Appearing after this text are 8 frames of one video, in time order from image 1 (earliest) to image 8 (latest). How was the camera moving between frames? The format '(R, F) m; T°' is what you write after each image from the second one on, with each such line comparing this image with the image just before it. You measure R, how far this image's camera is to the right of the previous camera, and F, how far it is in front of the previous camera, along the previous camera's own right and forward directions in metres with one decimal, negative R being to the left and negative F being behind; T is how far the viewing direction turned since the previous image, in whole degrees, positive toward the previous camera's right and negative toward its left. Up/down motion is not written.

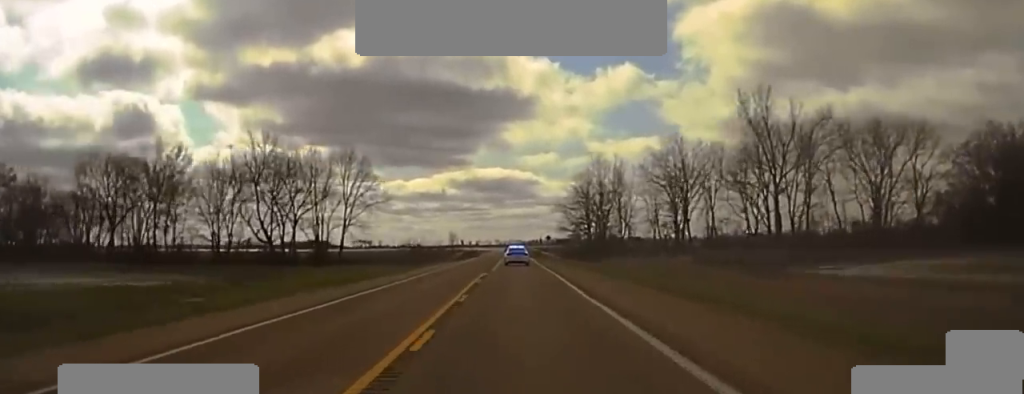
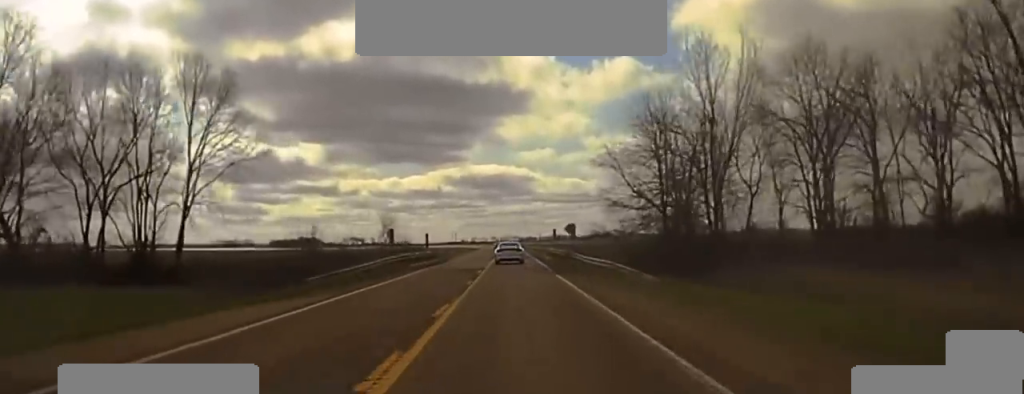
(+0.2, +66.4) m; 0°
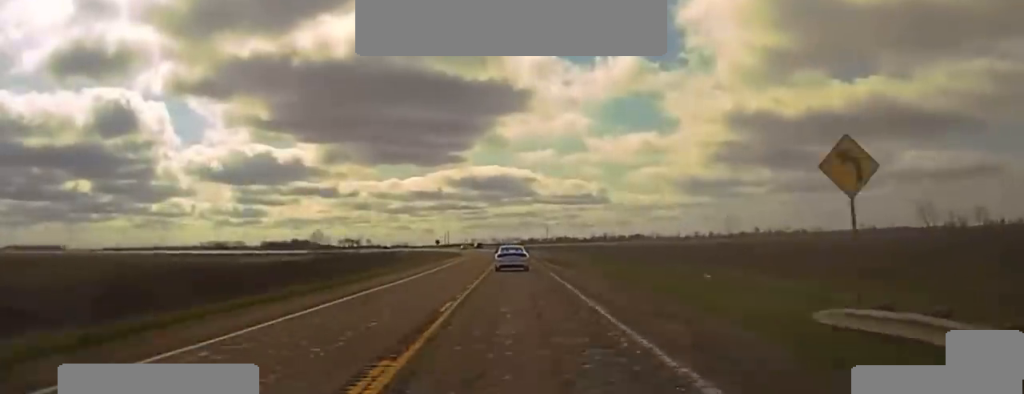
(+0.4, +90.8) m; 0°
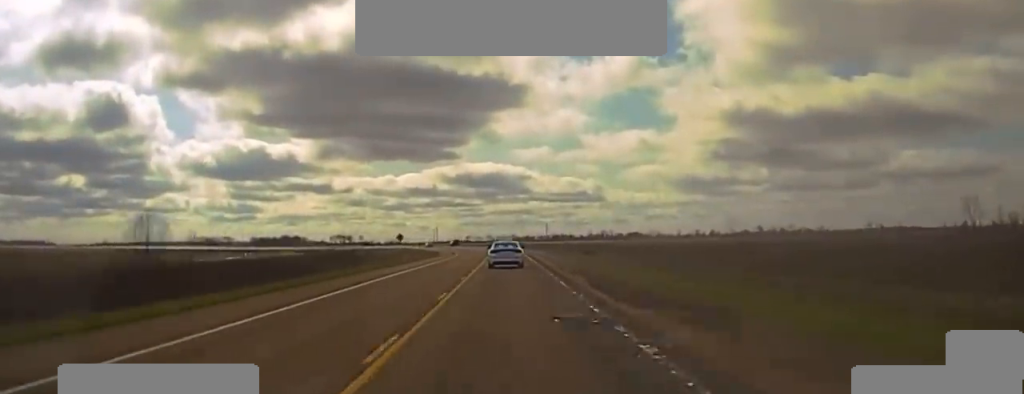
(0.0, +46.6) m; 0°
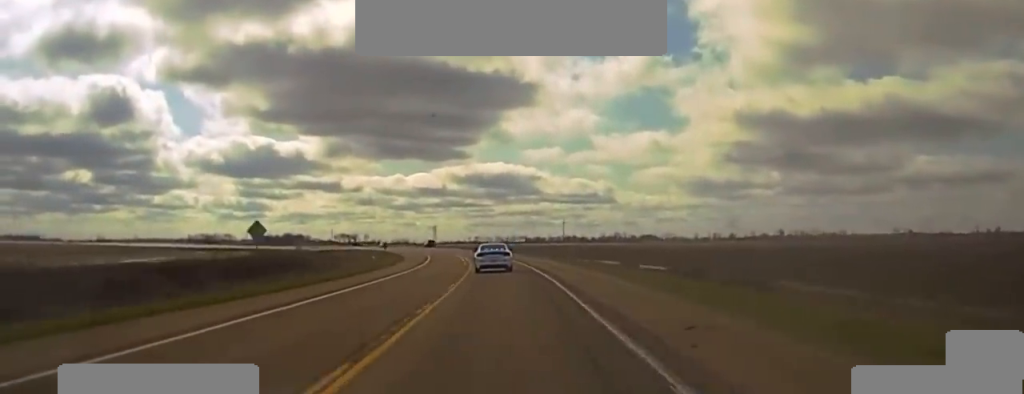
(-0.4, +63.0) m; -1°
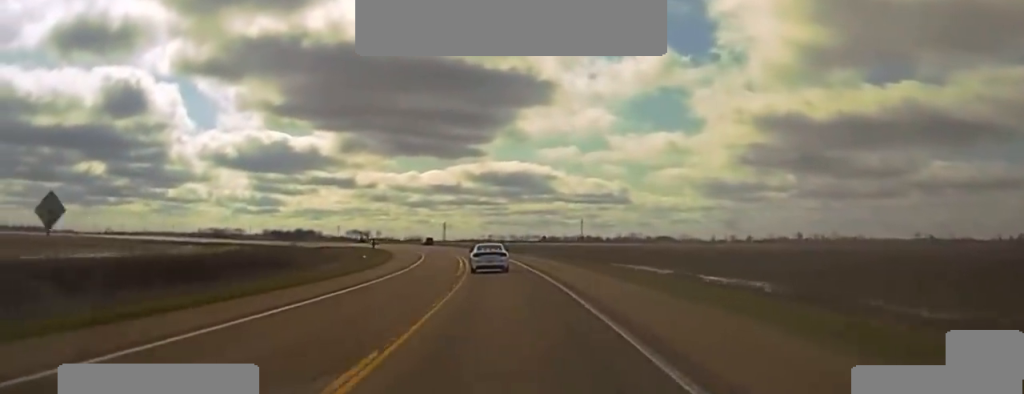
(0.0, +19.3) m; -1°
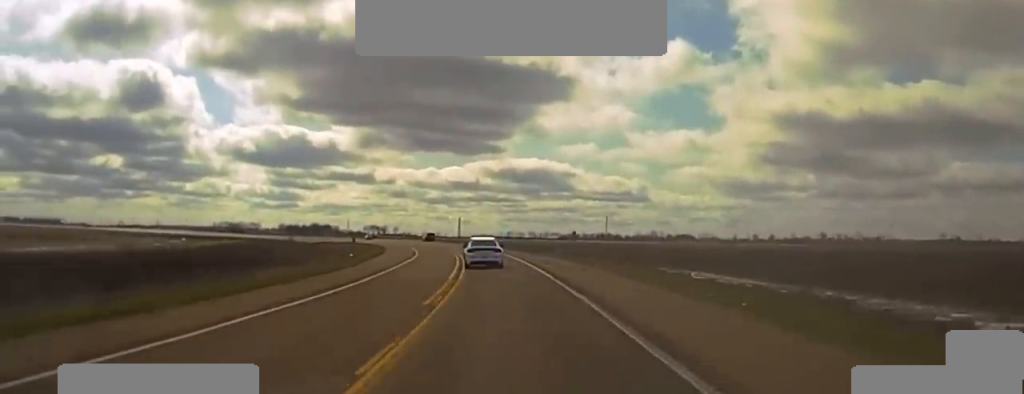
(-0.2, +21.7) m; -1°
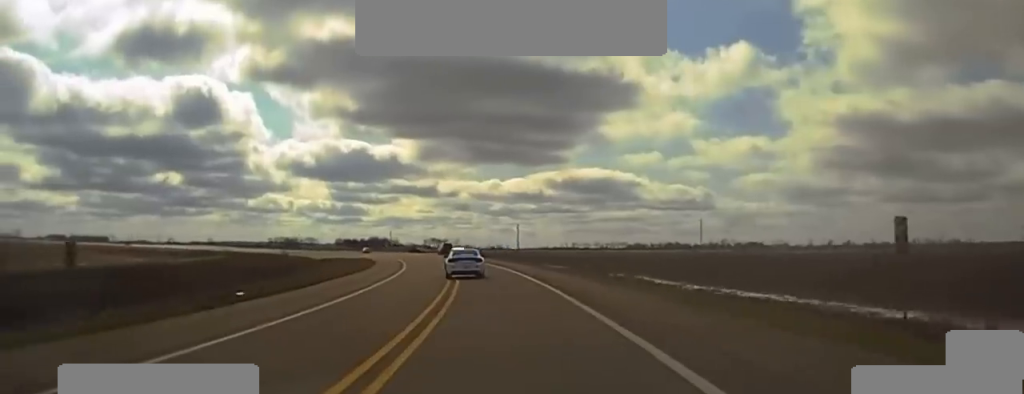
(-1.2, +53.4) m; -4°
